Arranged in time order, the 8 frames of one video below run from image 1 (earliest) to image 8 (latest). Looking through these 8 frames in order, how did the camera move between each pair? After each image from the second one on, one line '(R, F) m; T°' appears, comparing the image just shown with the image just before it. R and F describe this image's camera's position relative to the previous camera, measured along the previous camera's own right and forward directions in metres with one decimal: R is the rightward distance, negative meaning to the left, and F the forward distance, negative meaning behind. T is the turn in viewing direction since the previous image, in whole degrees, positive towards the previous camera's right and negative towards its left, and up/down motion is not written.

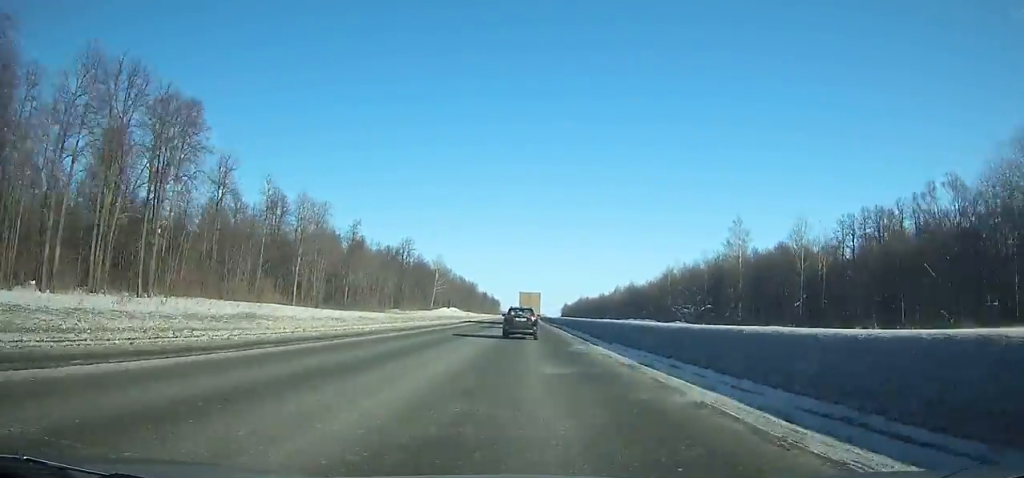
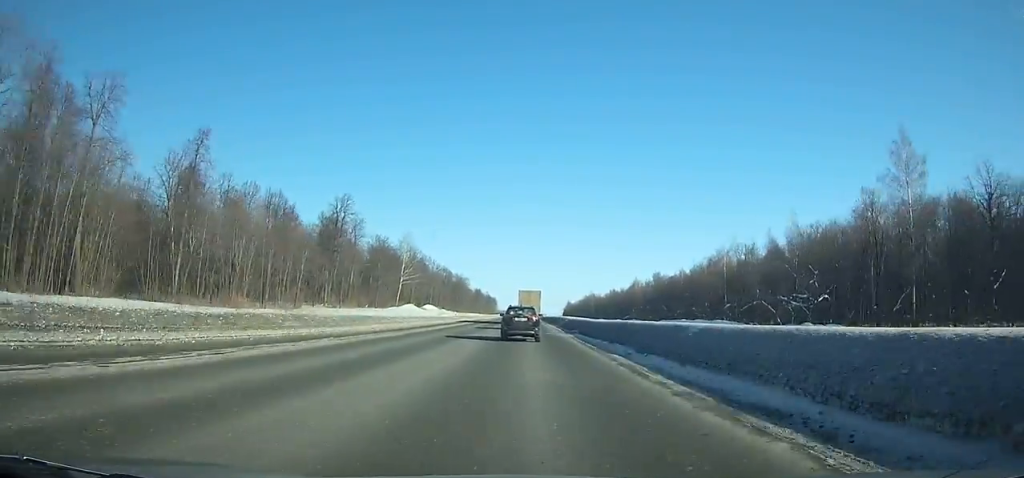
(+0.3, +59.3) m; 0°
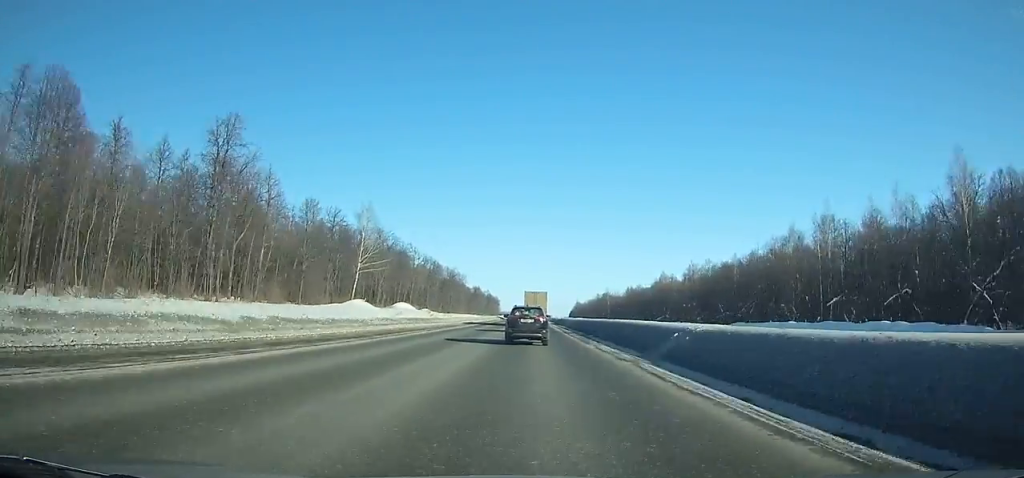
(0.0, +46.4) m; 0°
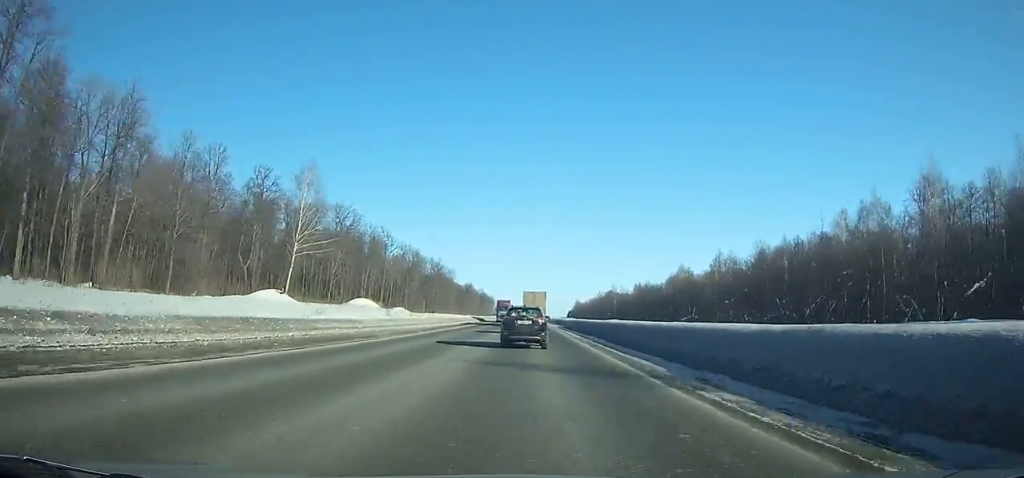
(0.0, +33.1) m; 0°
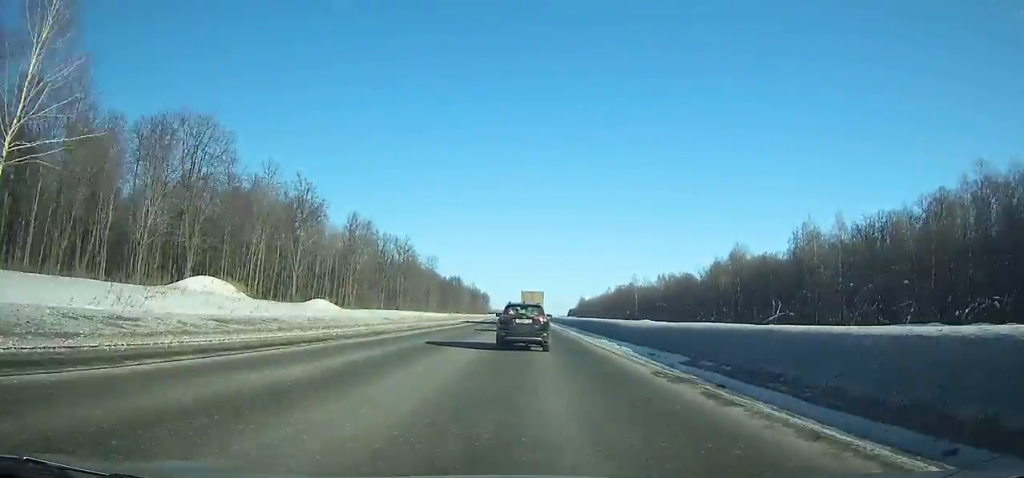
(-0.2, +56.1) m; 0°
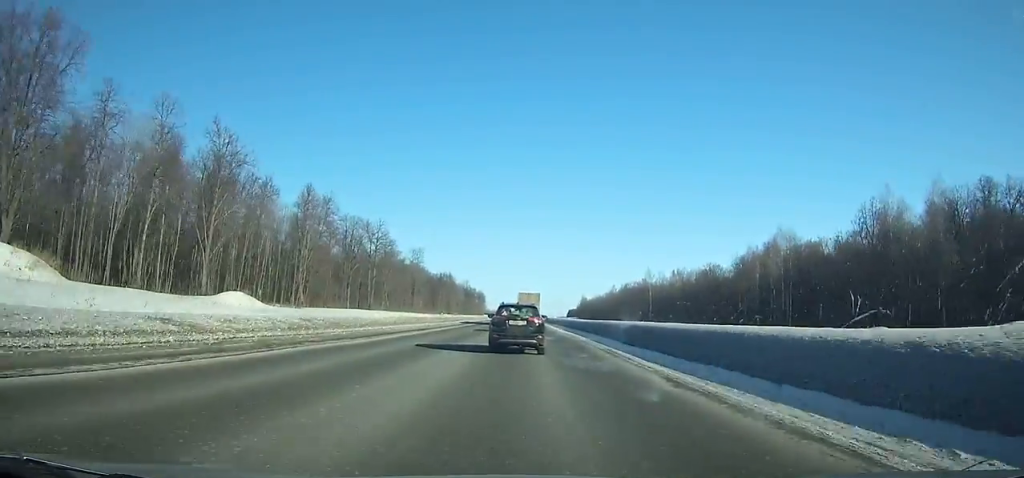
(+0.1, +27.4) m; 0°
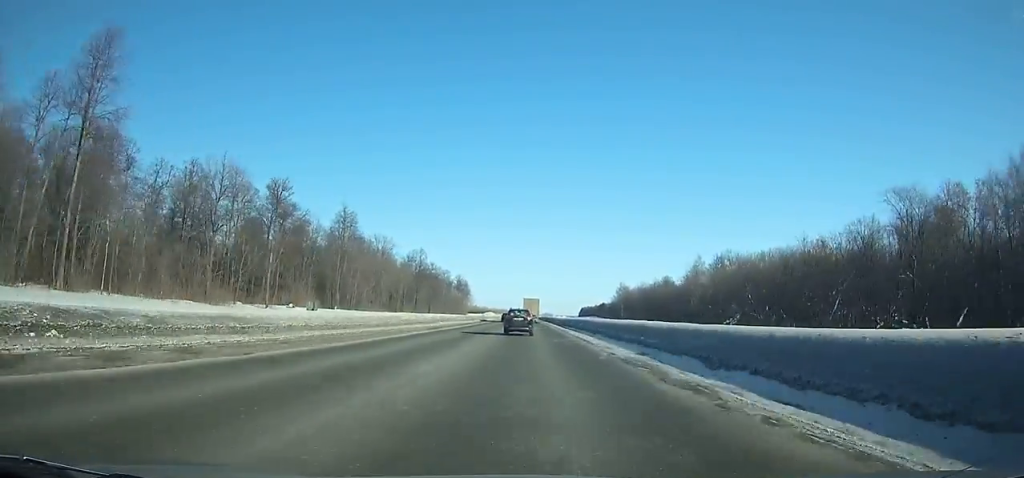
(+0.6, +165.6) m; 0°
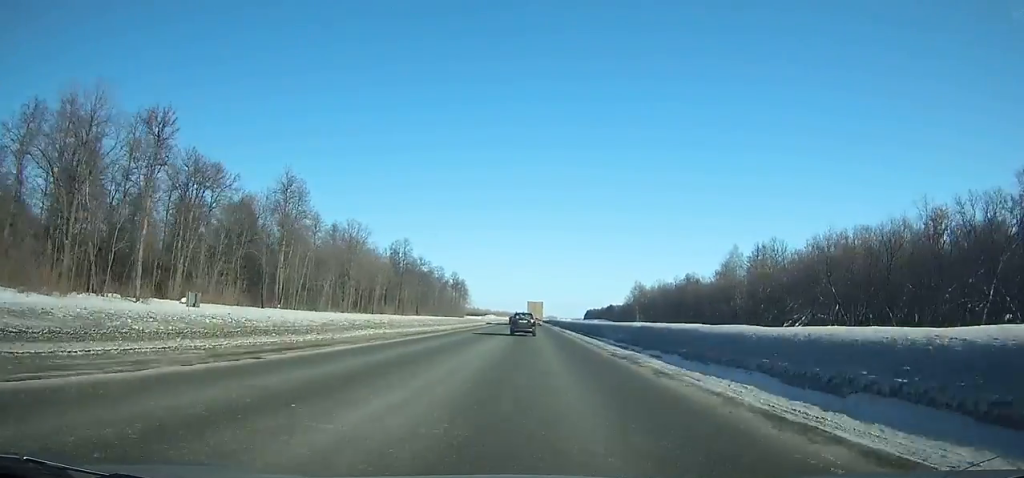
(-0.1, +29.5) m; 0°
